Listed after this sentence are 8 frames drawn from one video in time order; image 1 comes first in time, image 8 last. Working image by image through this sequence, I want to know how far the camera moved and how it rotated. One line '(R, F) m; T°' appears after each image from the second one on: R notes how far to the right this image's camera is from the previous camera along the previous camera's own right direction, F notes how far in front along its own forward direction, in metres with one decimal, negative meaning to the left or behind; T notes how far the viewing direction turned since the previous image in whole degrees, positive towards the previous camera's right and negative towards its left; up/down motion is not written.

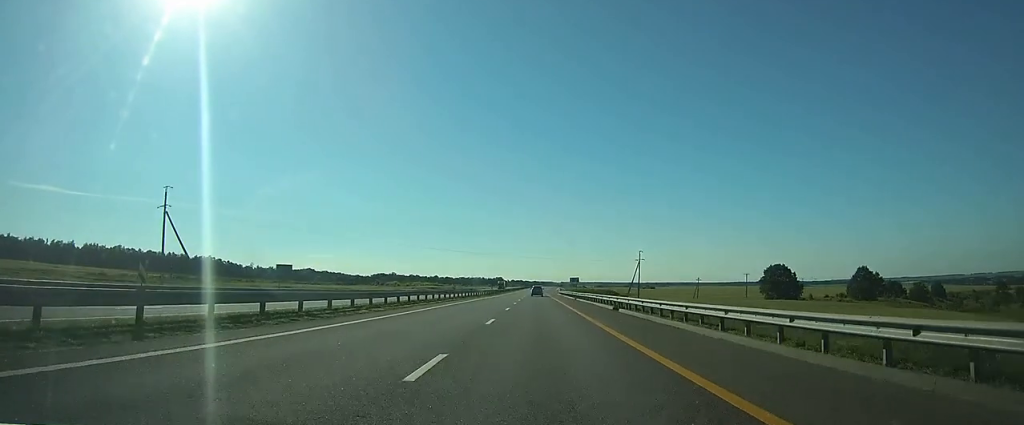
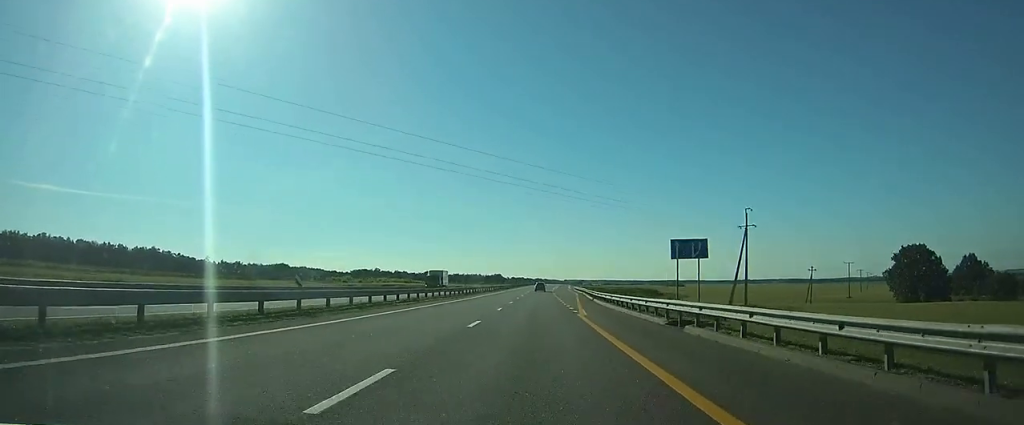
(+0.4, +86.4) m; +1°
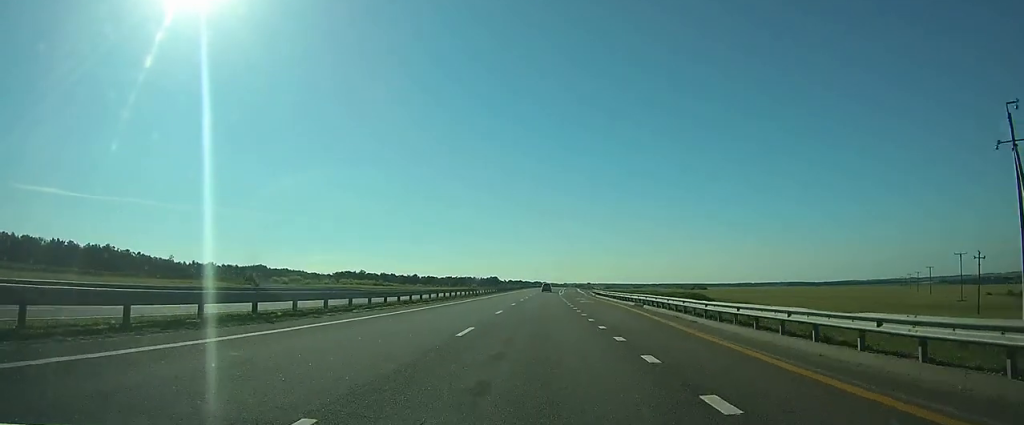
(+0.1, +51.2) m; 0°
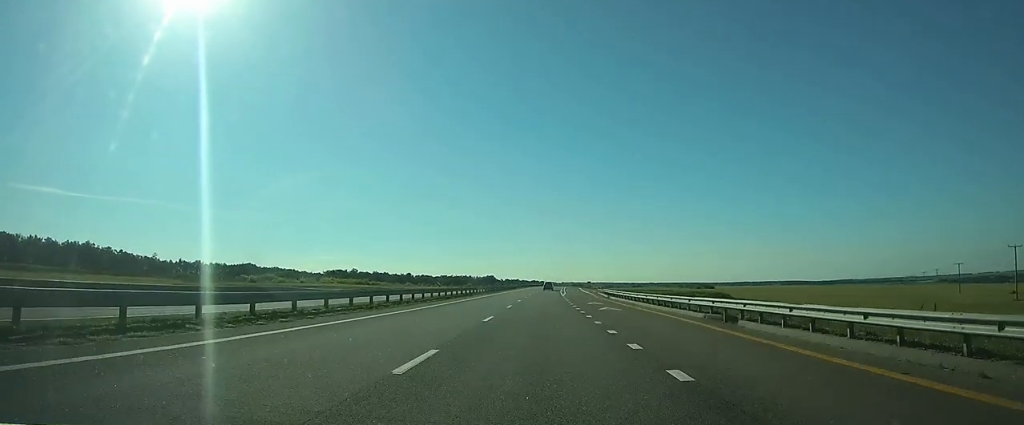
(-0.1, +18.0) m; 0°
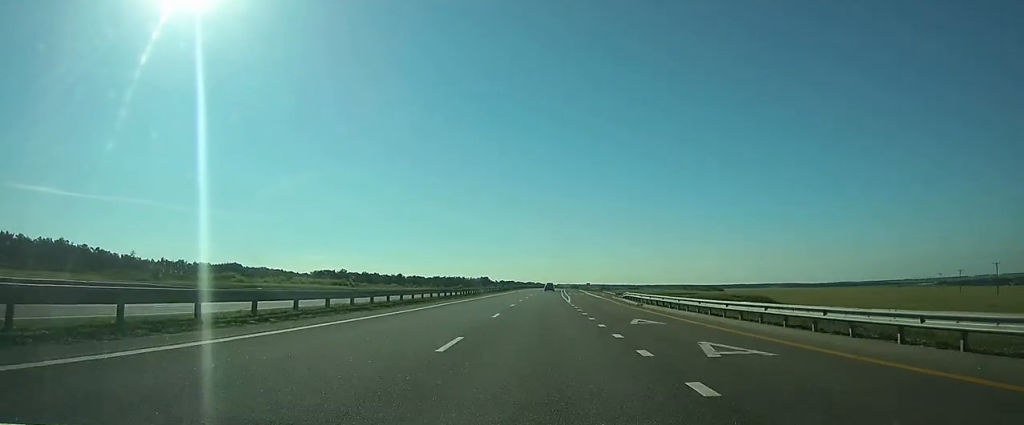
(0.0, +21.0) m; 0°
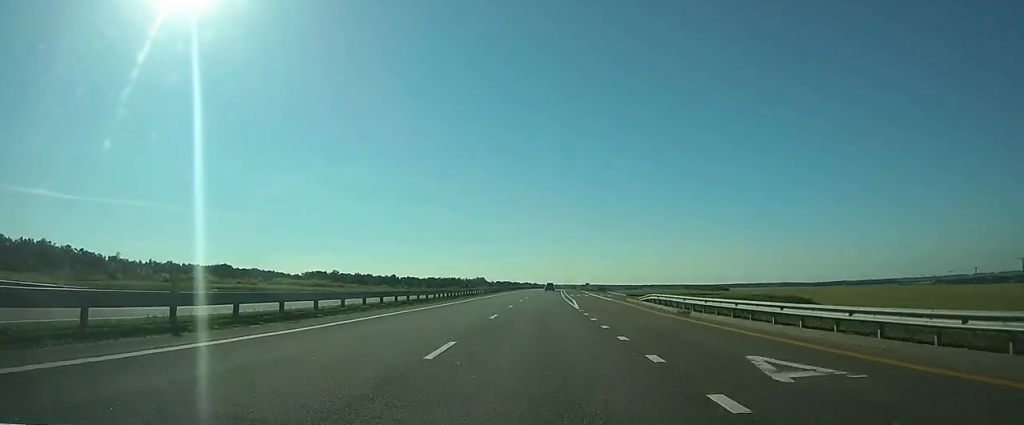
(+0.1, +13.0) m; 0°
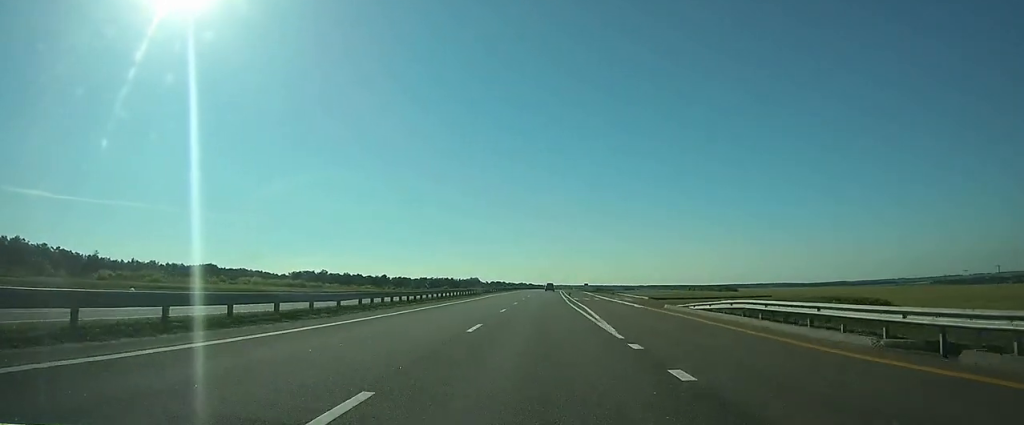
(0.0, +18.0) m; 0°
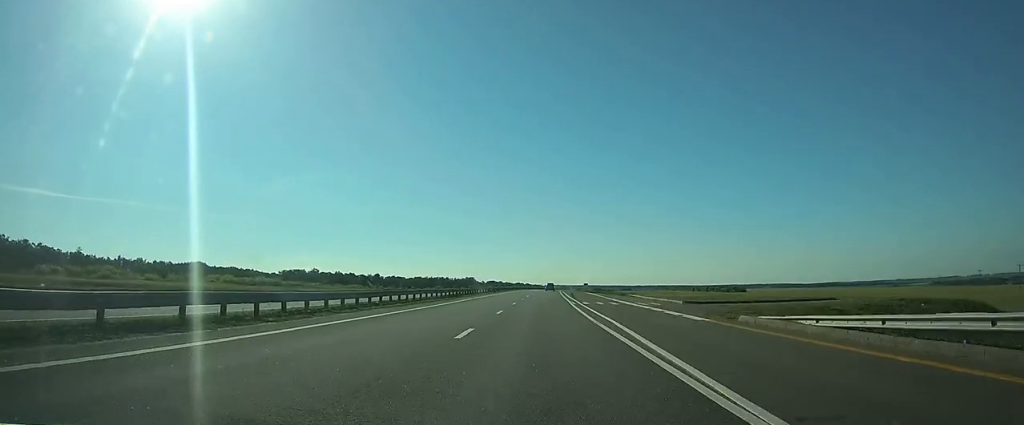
(0.0, +14.0) m; 0°
